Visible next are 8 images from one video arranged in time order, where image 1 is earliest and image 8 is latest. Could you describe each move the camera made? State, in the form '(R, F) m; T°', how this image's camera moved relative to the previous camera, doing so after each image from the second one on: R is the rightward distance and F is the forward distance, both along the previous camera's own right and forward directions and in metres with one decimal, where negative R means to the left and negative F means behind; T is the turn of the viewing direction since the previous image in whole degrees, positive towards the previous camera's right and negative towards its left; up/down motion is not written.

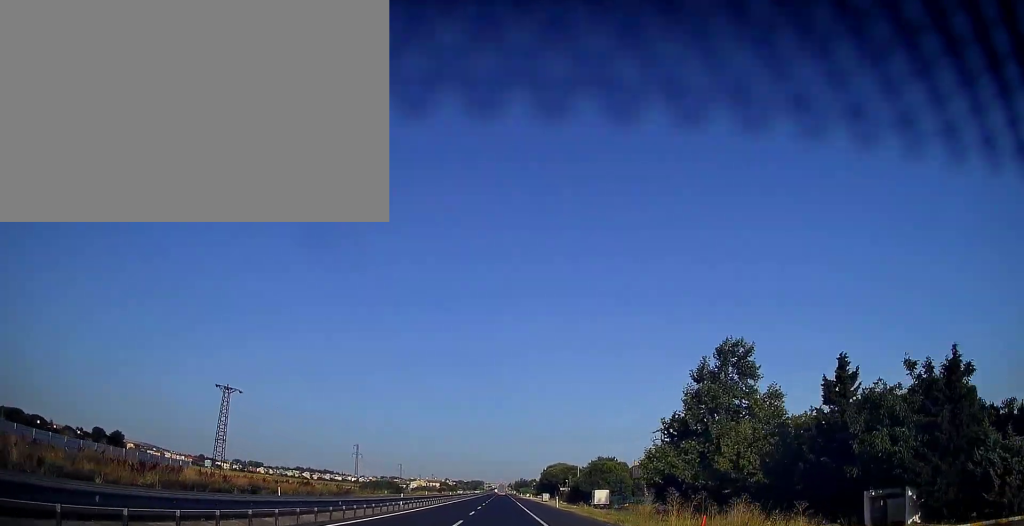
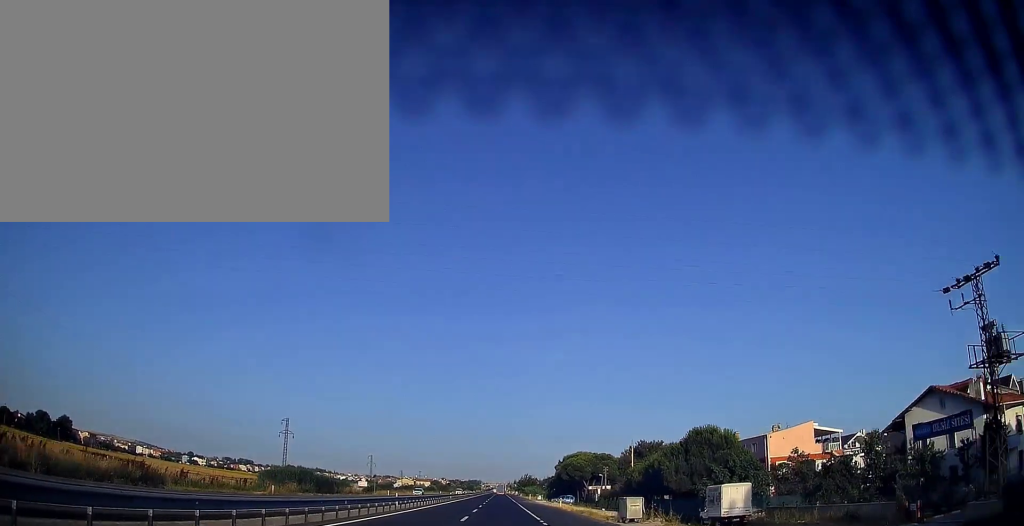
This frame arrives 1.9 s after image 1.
(0.0, +55.2) m; -1°
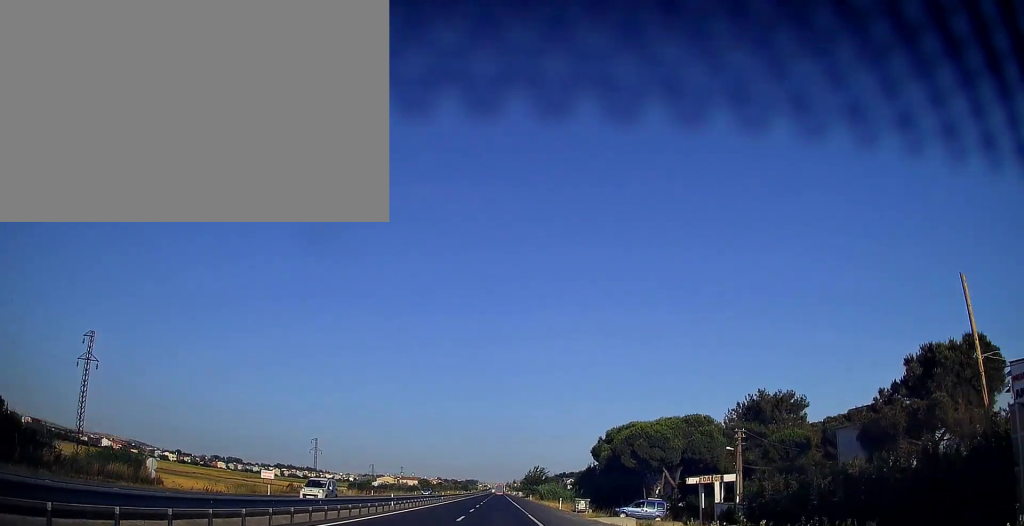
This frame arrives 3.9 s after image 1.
(+0.8, +59.1) m; +1°
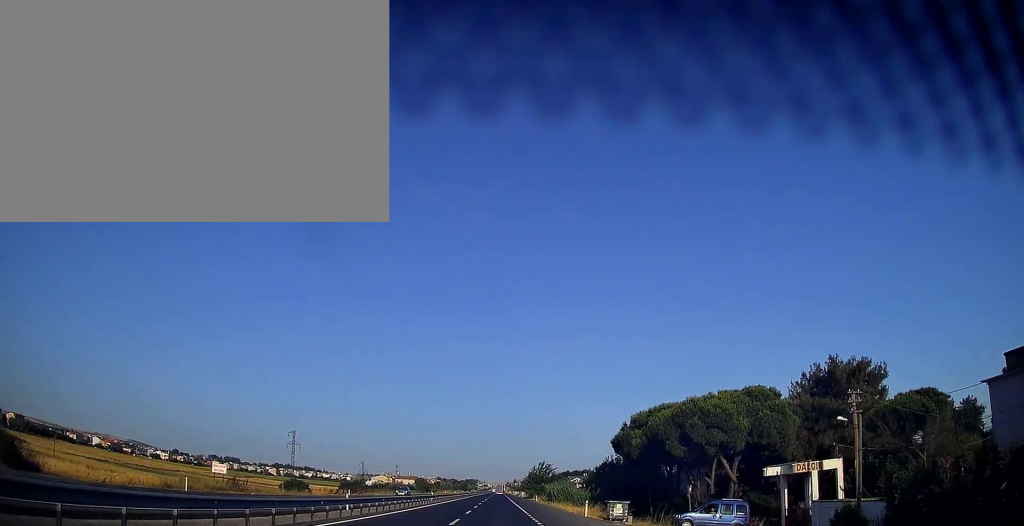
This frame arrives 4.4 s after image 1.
(-0.2, +15.7) m; 0°
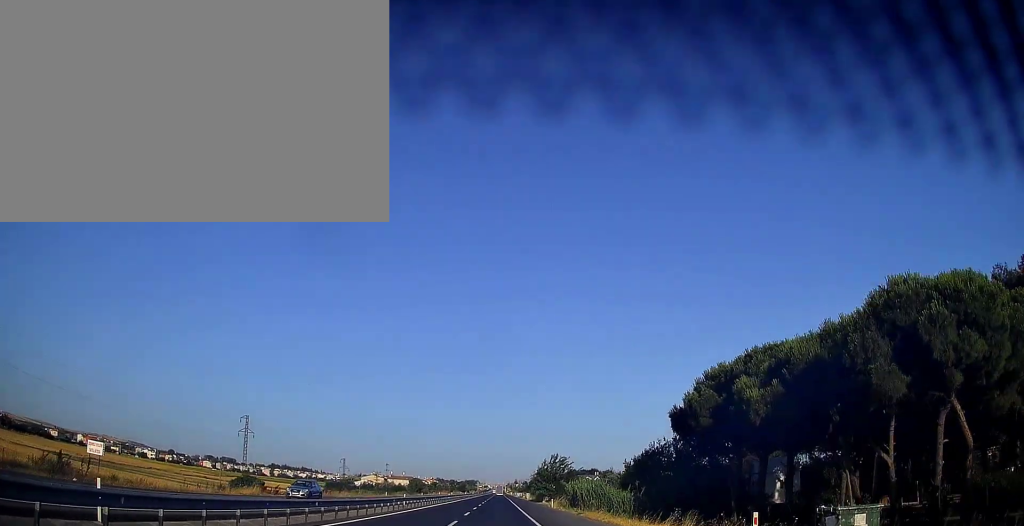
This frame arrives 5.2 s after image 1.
(-0.2, +24.6) m; 0°
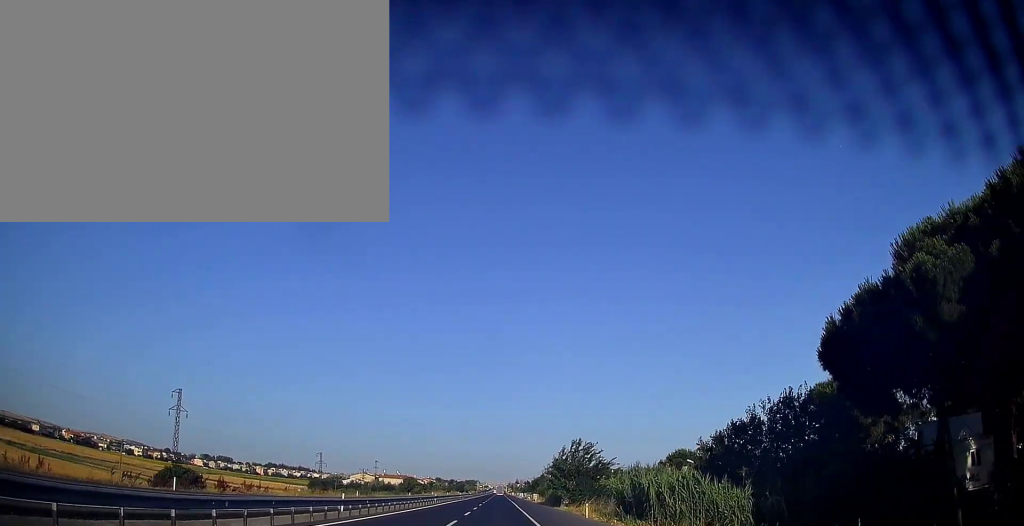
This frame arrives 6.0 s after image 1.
(0.0, +23.5) m; 0°
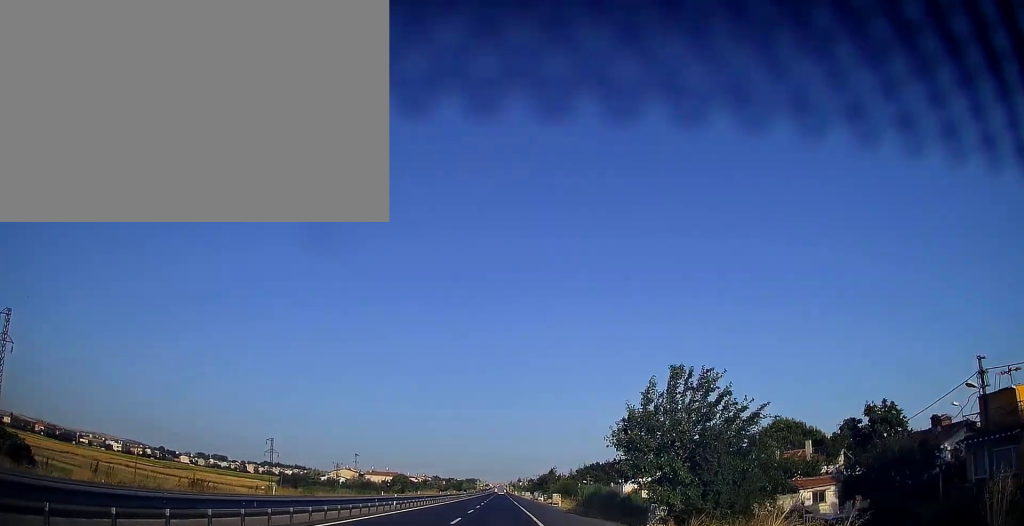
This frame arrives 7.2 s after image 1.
(+0.2, +34.2) m; 0°
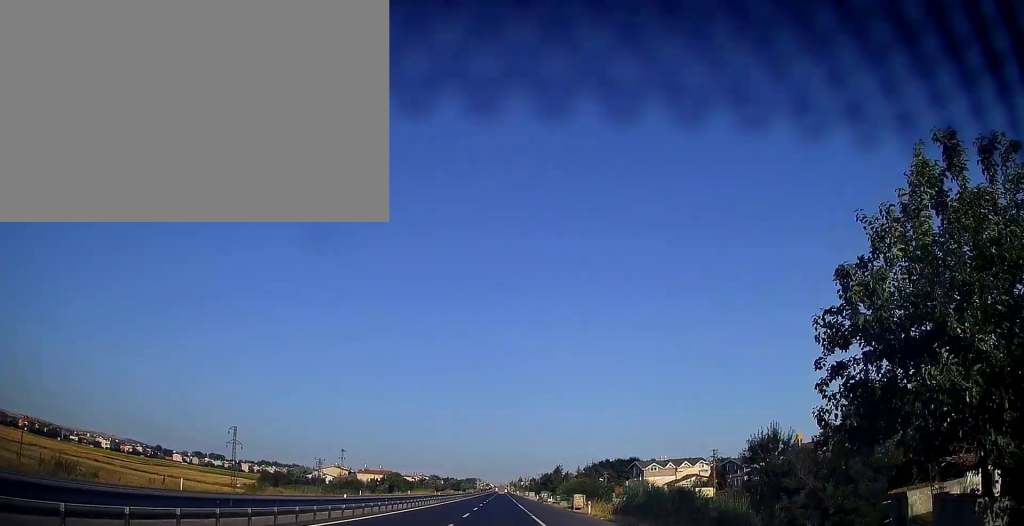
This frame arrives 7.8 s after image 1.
(-0.1, +17.6) m; -1°
